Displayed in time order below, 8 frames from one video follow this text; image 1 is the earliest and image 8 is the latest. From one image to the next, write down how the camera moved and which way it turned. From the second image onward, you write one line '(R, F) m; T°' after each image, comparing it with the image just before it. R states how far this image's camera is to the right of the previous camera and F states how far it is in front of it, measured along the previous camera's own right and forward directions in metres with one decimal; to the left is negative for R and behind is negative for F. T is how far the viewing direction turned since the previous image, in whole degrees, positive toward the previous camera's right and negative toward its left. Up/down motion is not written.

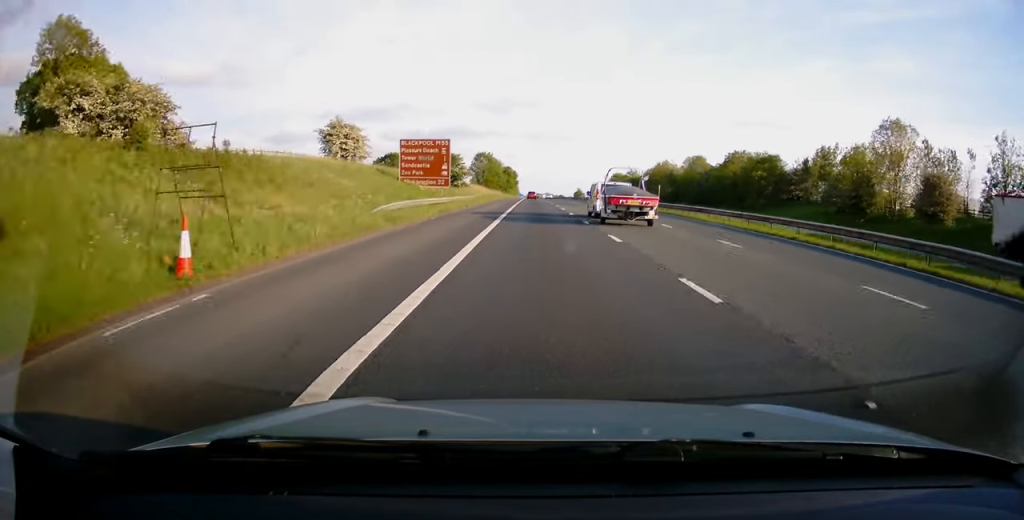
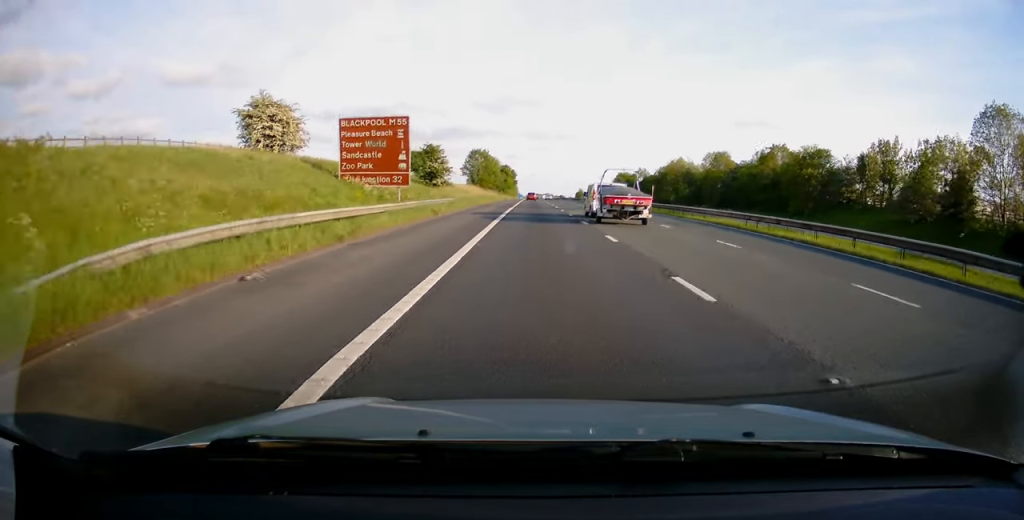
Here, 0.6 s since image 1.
(0.0, +17.9) m; 0°
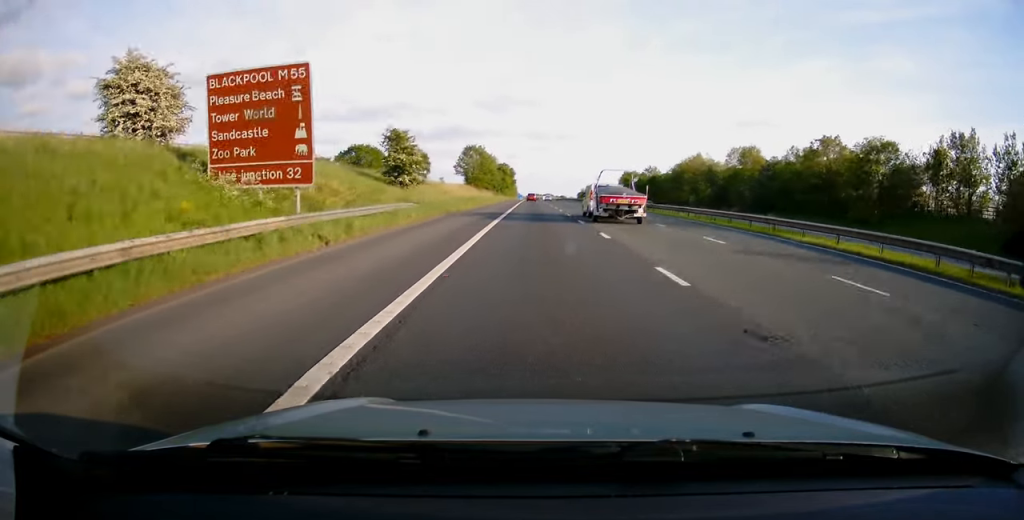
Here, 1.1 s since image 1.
(0.0, +16.8) m; 0°
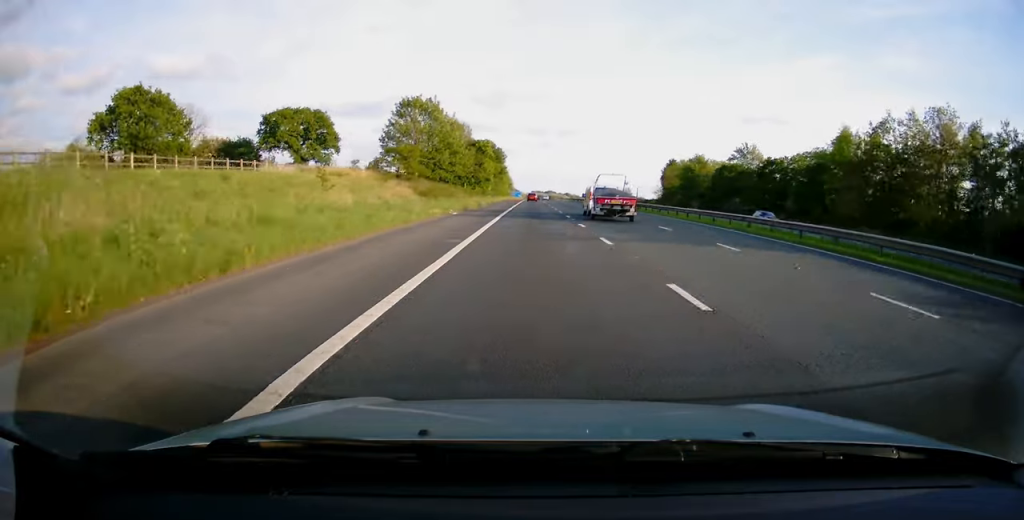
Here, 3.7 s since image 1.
(-0.3, +83.1) m; 0°
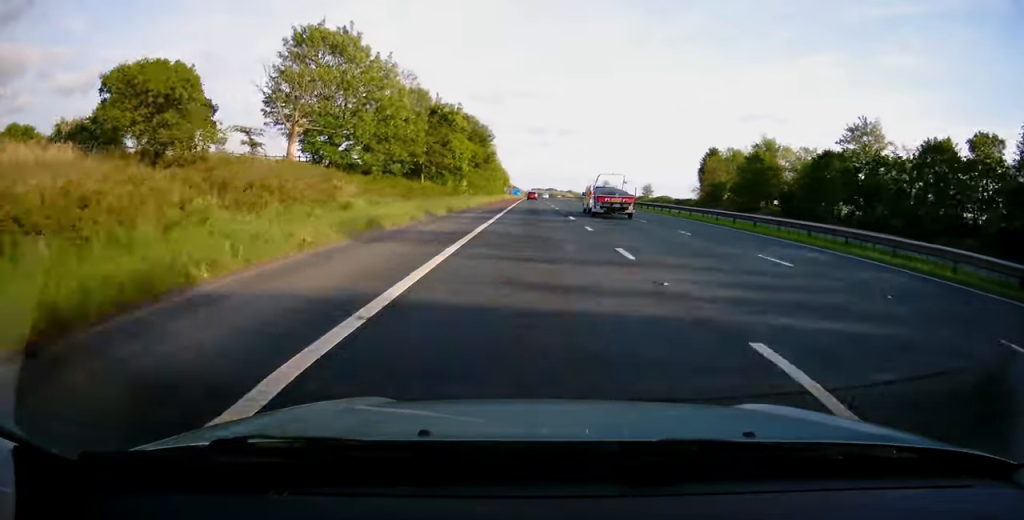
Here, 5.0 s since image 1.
(0.0, +39.4) m; 0°
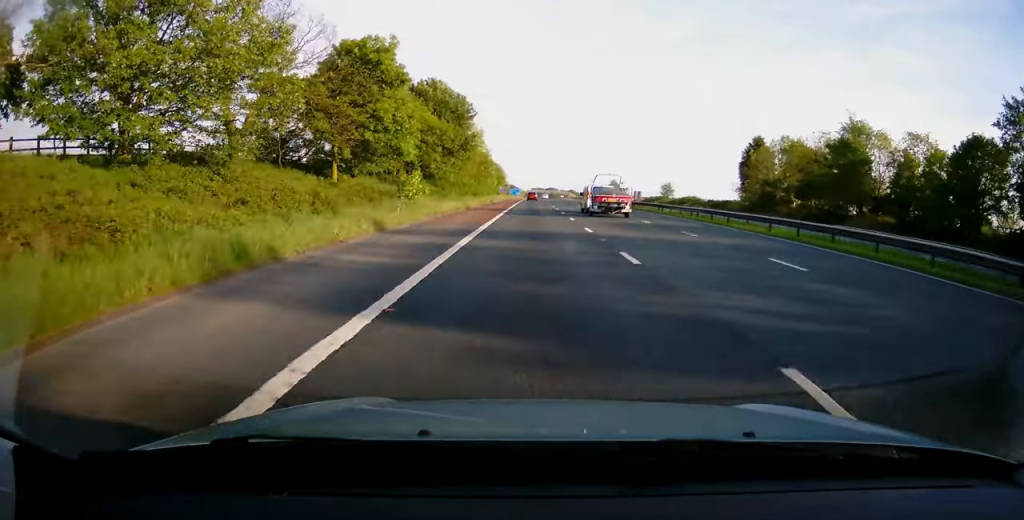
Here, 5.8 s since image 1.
(0.0, +27.8) m; 0°
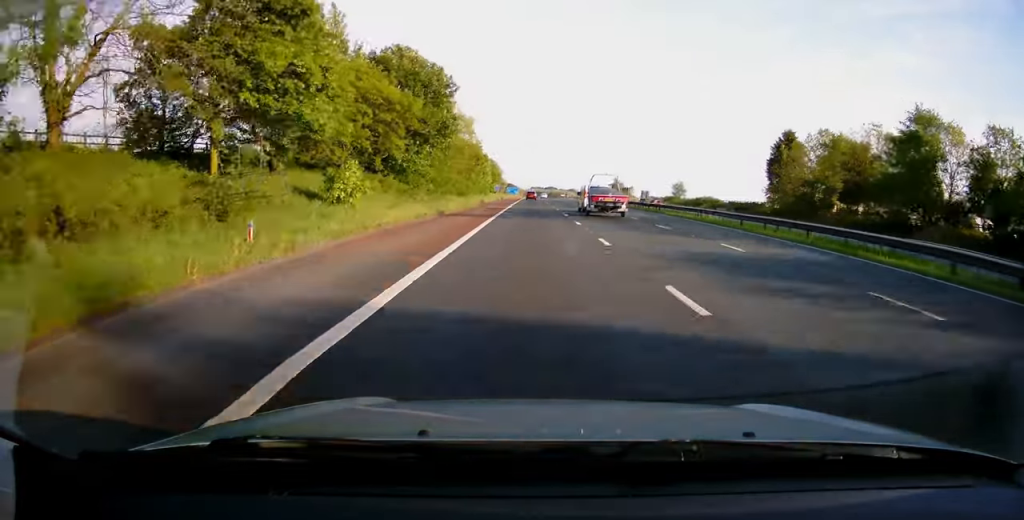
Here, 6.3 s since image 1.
(0.0, +14.0) m; 0°
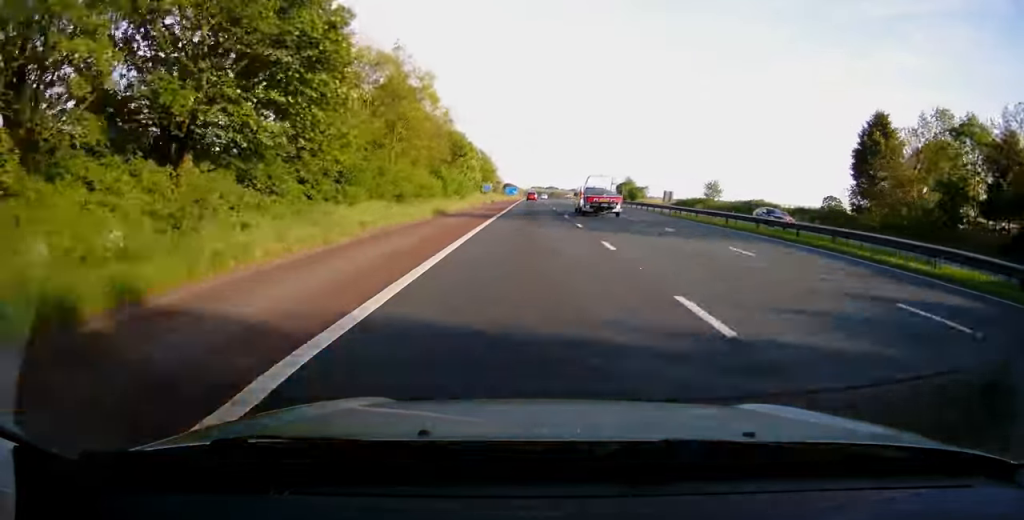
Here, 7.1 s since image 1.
(0.0, +27.9) m; 0°
